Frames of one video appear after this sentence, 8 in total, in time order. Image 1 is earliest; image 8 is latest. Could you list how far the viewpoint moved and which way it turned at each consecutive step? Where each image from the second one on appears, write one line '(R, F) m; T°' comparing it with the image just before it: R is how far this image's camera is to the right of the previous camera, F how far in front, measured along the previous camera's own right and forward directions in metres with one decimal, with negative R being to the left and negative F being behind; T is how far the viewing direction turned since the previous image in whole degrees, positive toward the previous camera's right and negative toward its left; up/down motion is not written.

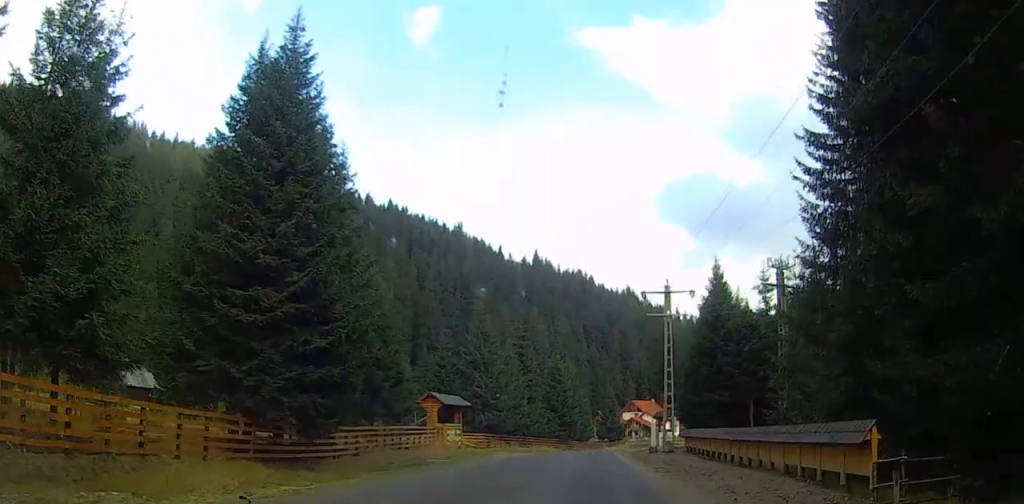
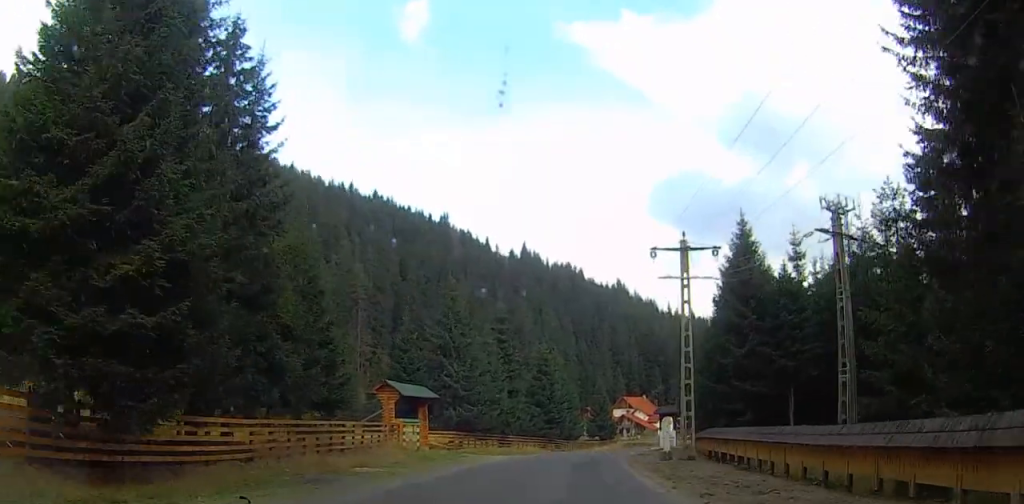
(0.0, +9.9) m; +1°
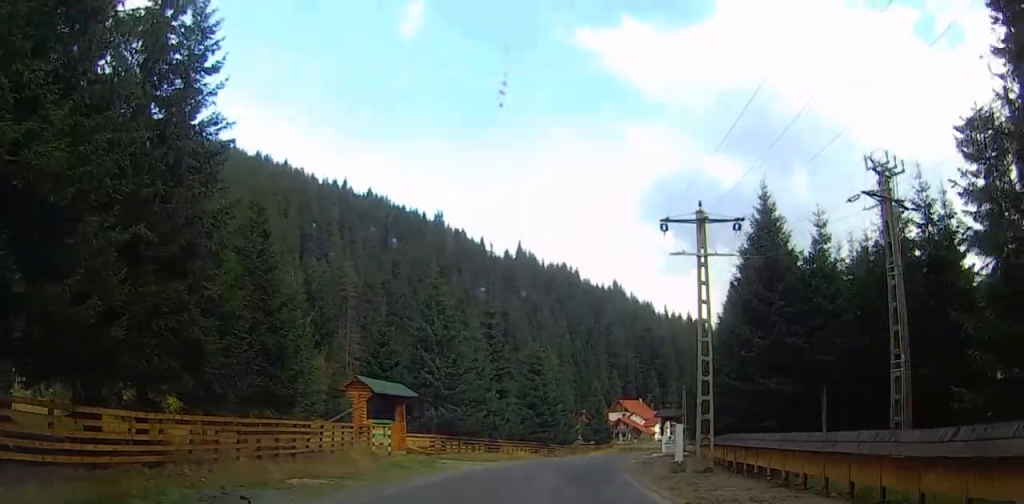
(0.0, +5.1) m; +1°
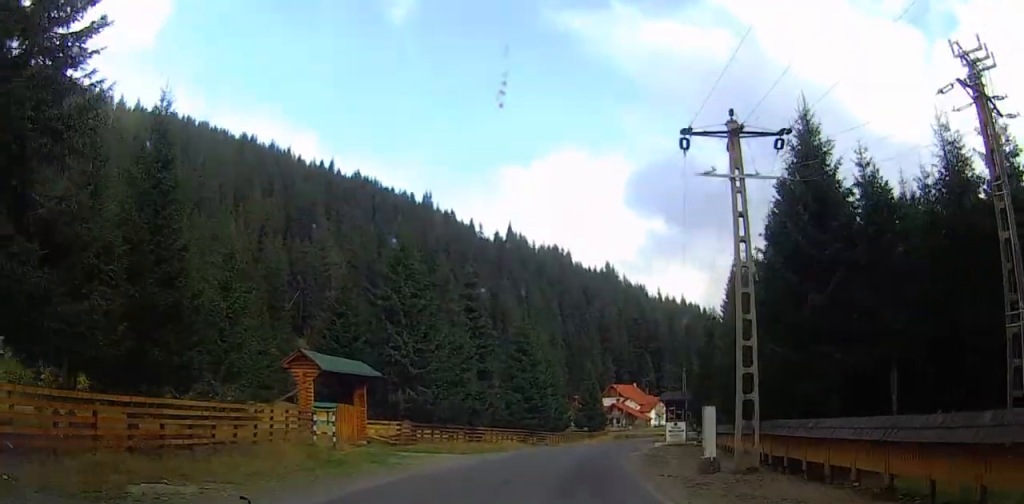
(+0.1, +7.1) m; +1°
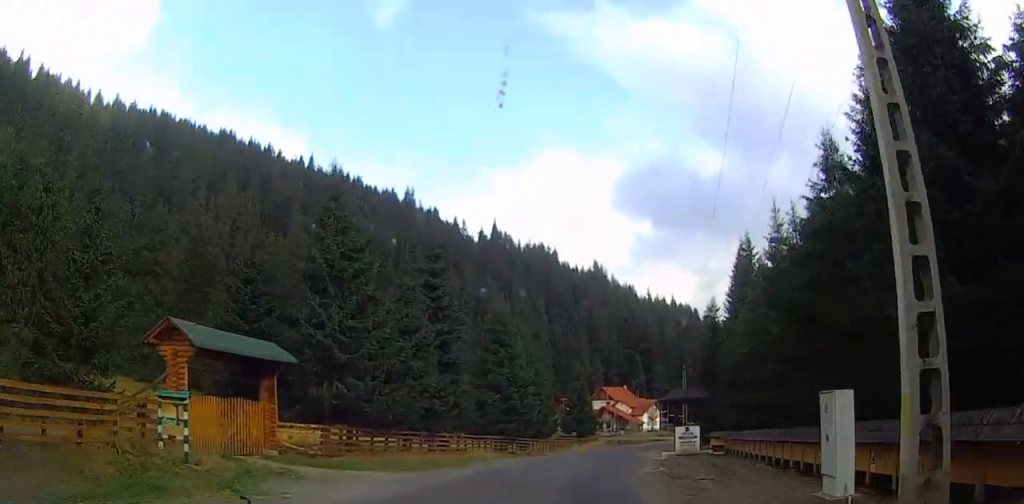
(+0.1, +10.4) m; +1°
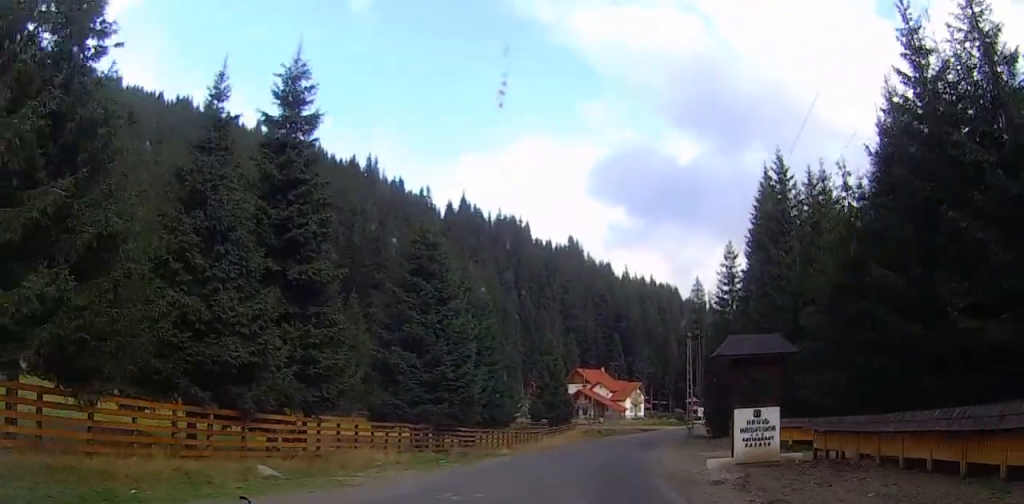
(+0.6, +20.9) m; +5°
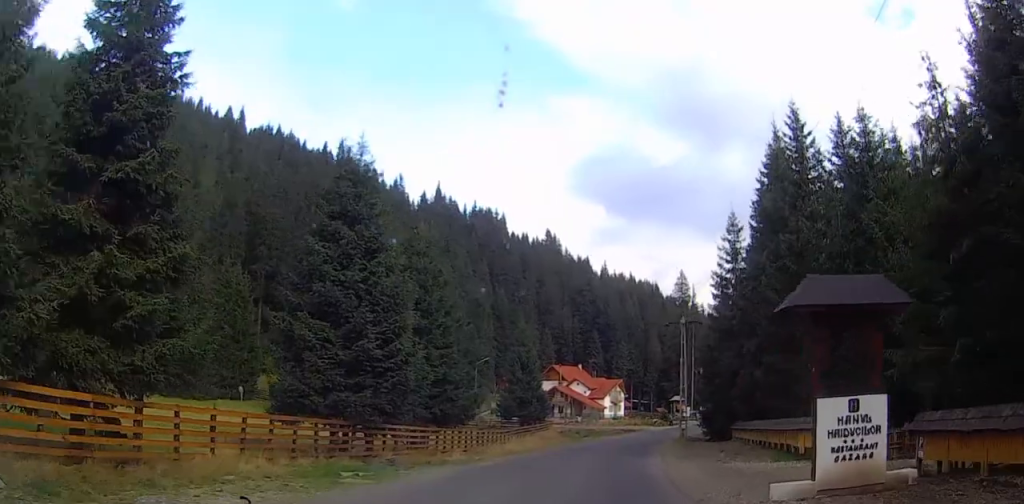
(+0.3, +9.3) m; +2°
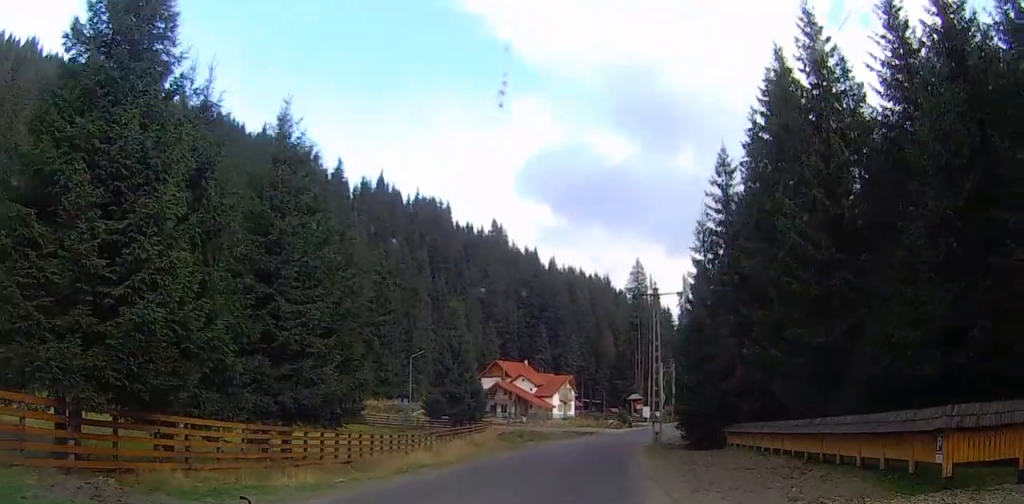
(+0.2, +12.9) m; +2°
